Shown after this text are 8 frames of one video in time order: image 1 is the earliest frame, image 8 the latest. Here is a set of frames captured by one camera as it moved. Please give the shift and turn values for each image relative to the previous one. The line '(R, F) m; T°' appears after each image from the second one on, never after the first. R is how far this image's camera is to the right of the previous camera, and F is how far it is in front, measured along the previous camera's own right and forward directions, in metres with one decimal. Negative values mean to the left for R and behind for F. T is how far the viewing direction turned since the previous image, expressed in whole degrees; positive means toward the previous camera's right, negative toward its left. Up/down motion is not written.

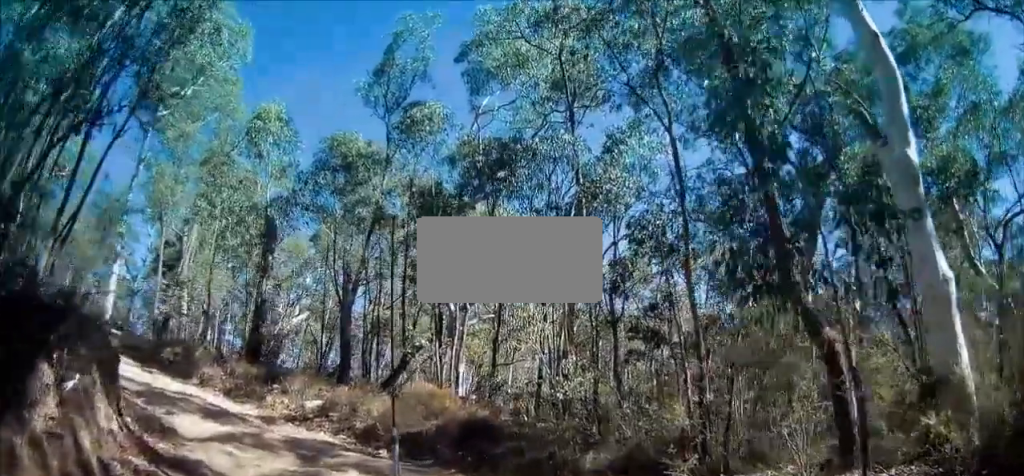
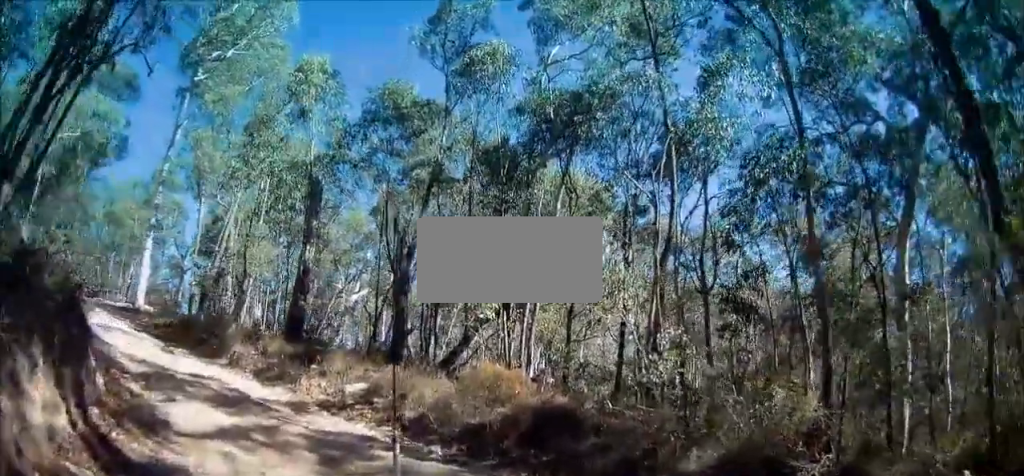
(+0.2, +1.8) m; -13°
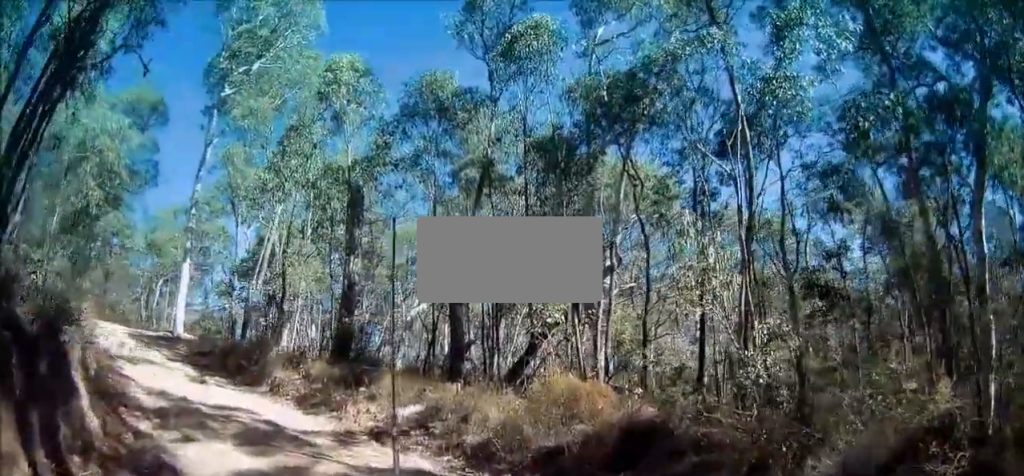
(-0.2, +1.1) m; -8°
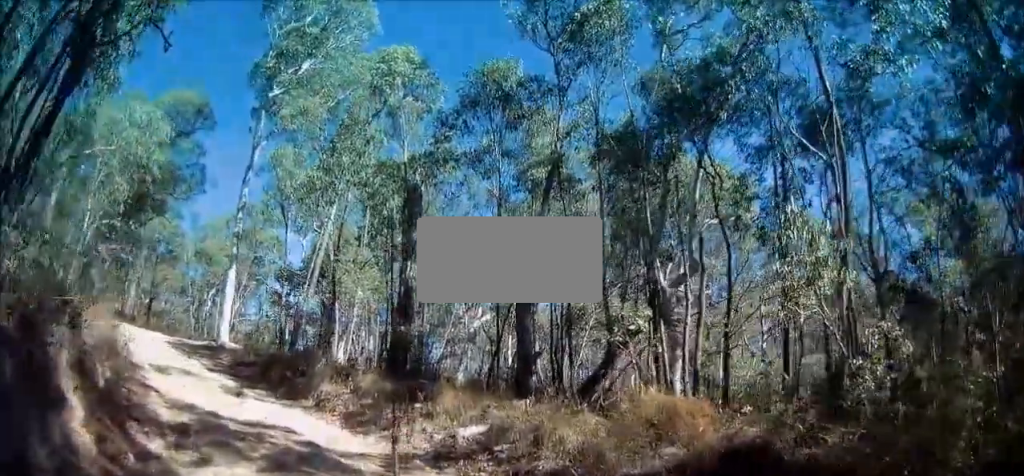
(-0.4, +0.9) m; -5°
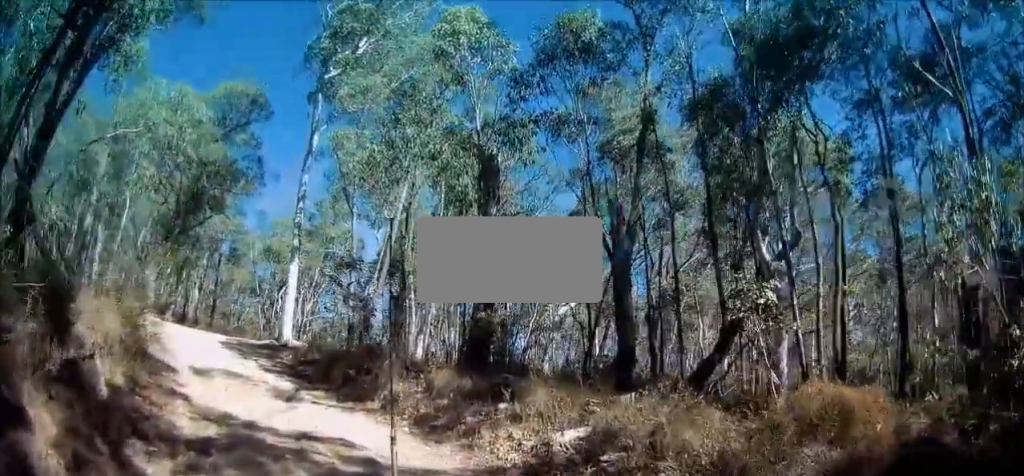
(+0.2, +1.3) m; 0°
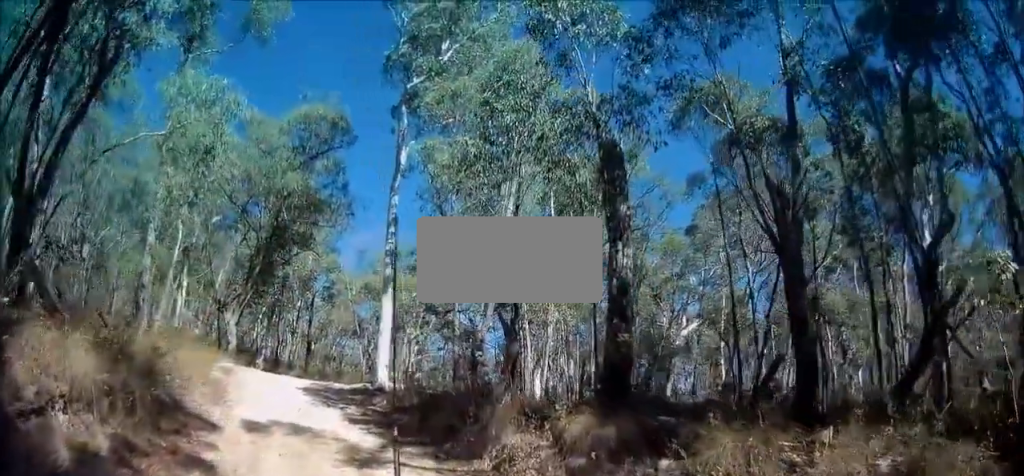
(0.0, +1.9) m; -10°
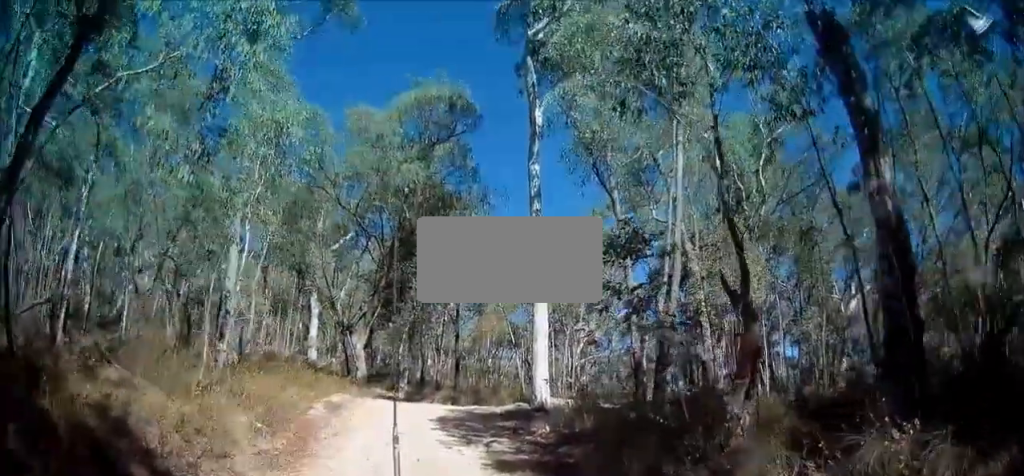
(-0.2, +3.3) m; +4°
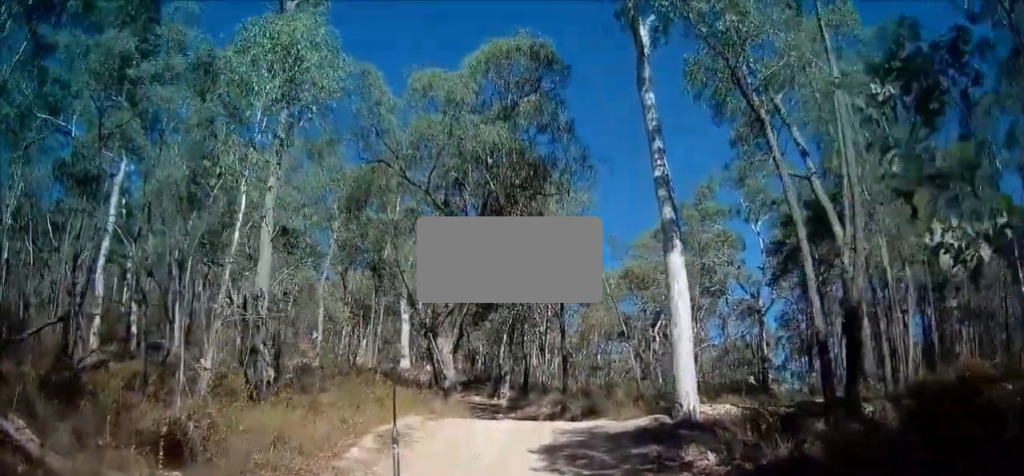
(-1.0, +2.7) m; -34°
